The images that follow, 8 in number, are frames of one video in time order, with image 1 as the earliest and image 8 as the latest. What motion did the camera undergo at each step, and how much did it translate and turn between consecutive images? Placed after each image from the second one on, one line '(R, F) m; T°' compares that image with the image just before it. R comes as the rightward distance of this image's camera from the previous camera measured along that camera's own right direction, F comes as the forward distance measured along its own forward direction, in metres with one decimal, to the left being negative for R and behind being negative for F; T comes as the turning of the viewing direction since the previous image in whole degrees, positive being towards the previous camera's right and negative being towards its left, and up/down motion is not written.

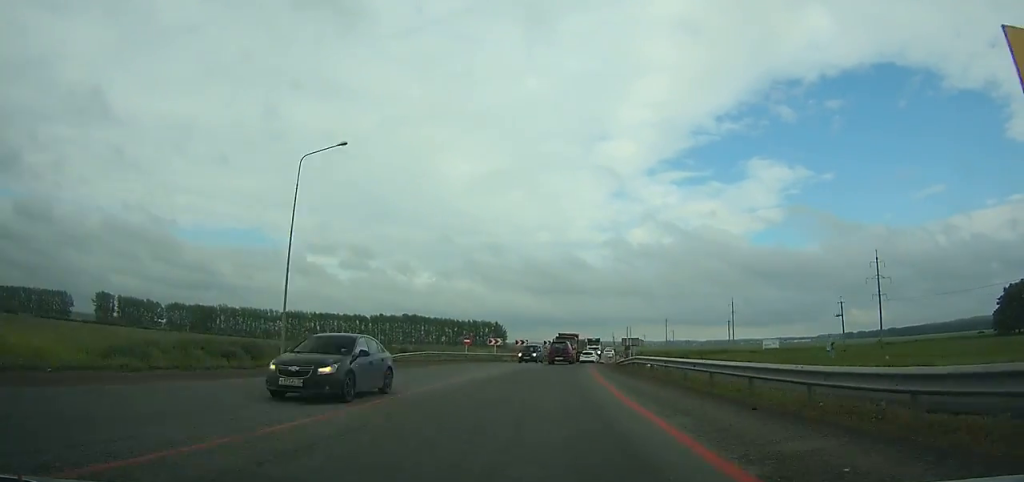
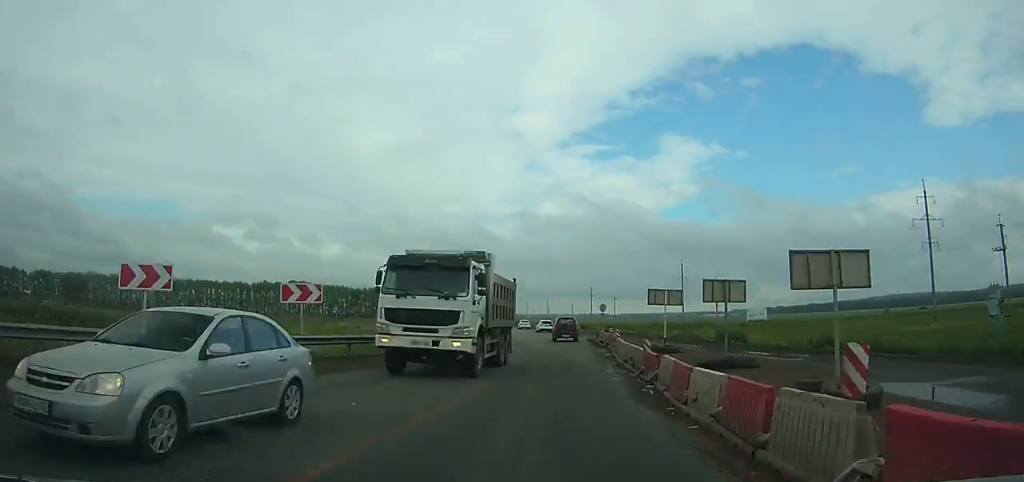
(+2.0, +58.0) m; +5°
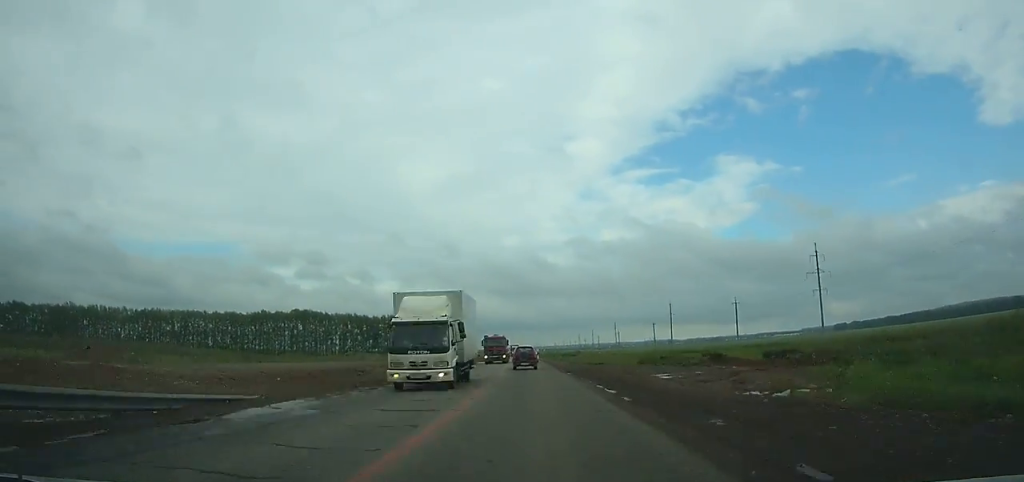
(+1.7, +73.2) m; -2°
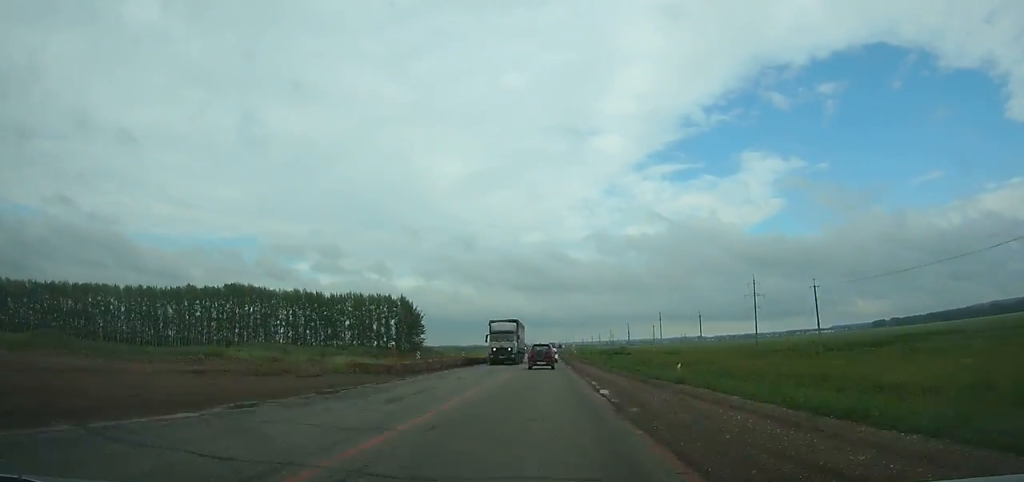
(-4.2, +77.9) m; -4°
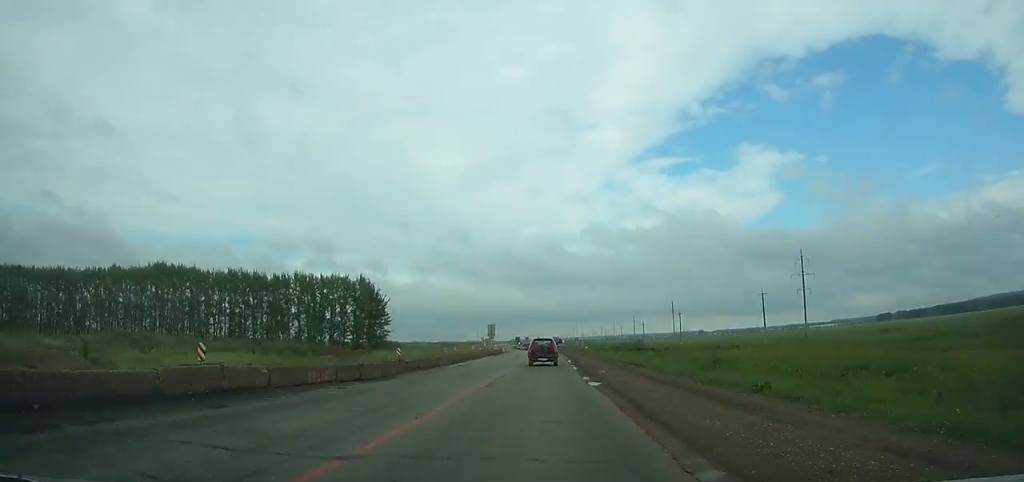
(-0.4, +37.8) m; 0°
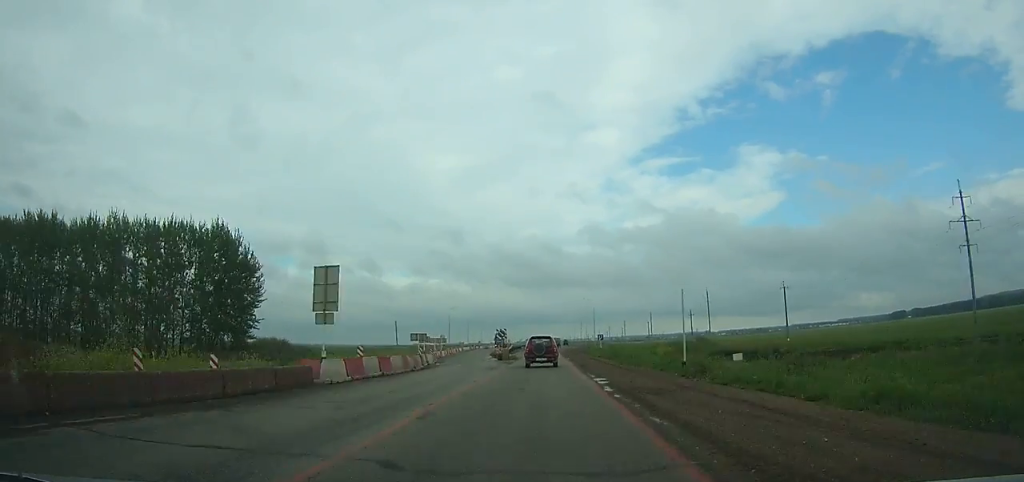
(+0.5, +67.6) m; 0°
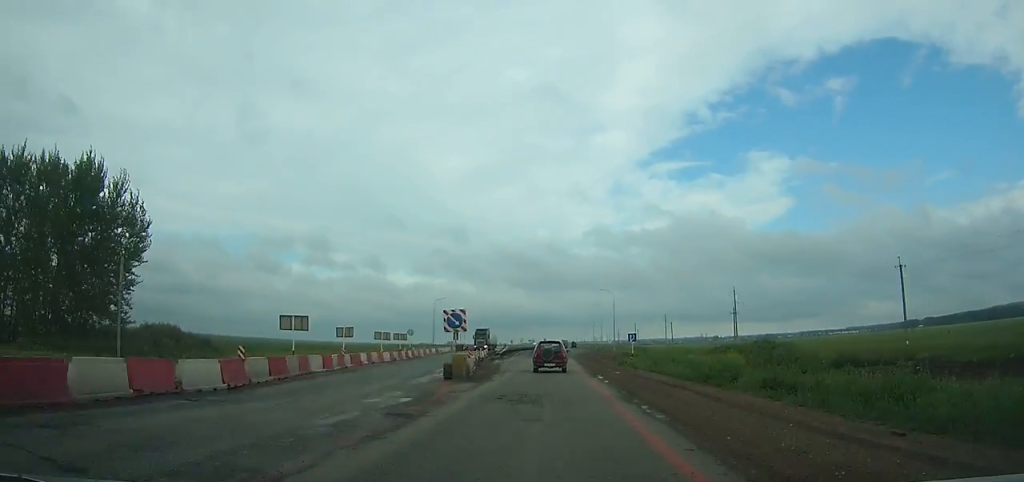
(-0.1, +29.5) m; 0°
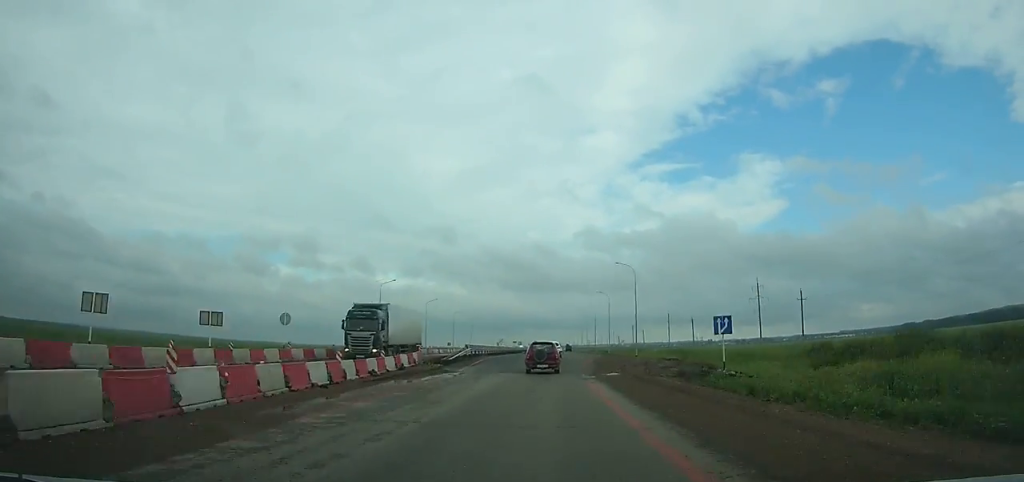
(-0.1, +37.6) m; 0°
